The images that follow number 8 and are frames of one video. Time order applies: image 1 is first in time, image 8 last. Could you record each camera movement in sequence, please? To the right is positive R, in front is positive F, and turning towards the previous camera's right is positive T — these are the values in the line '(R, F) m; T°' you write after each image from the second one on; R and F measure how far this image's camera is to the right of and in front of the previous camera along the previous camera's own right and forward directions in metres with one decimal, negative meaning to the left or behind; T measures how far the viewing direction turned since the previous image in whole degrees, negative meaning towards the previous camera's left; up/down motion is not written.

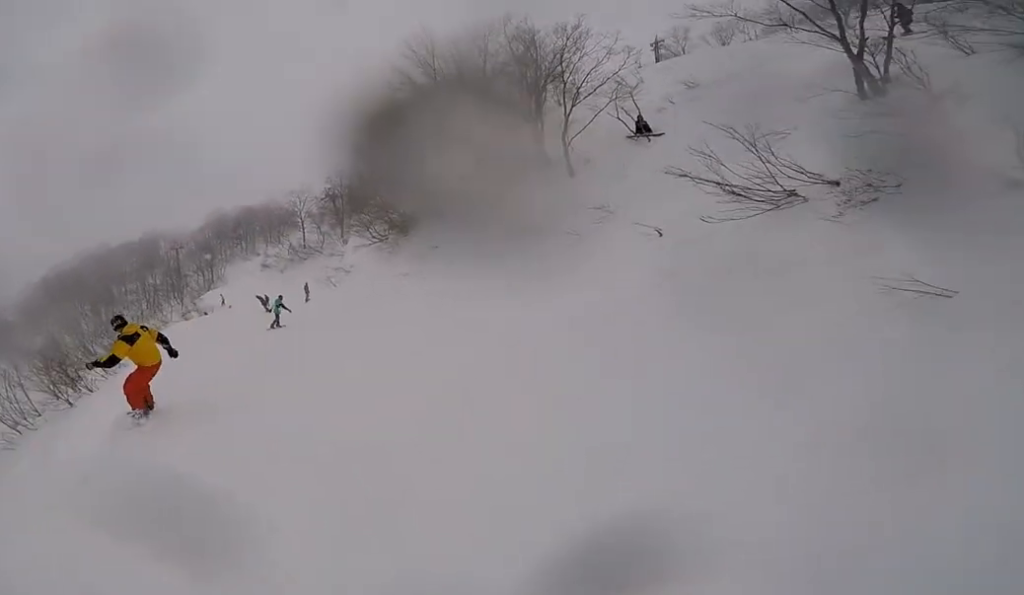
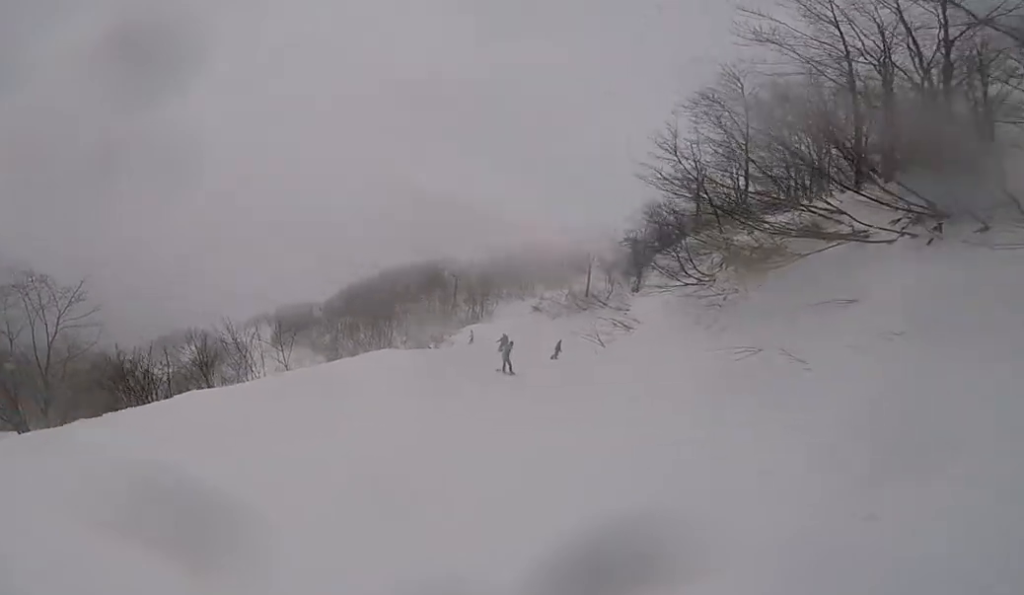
(0.0, +10.0) m; 0°
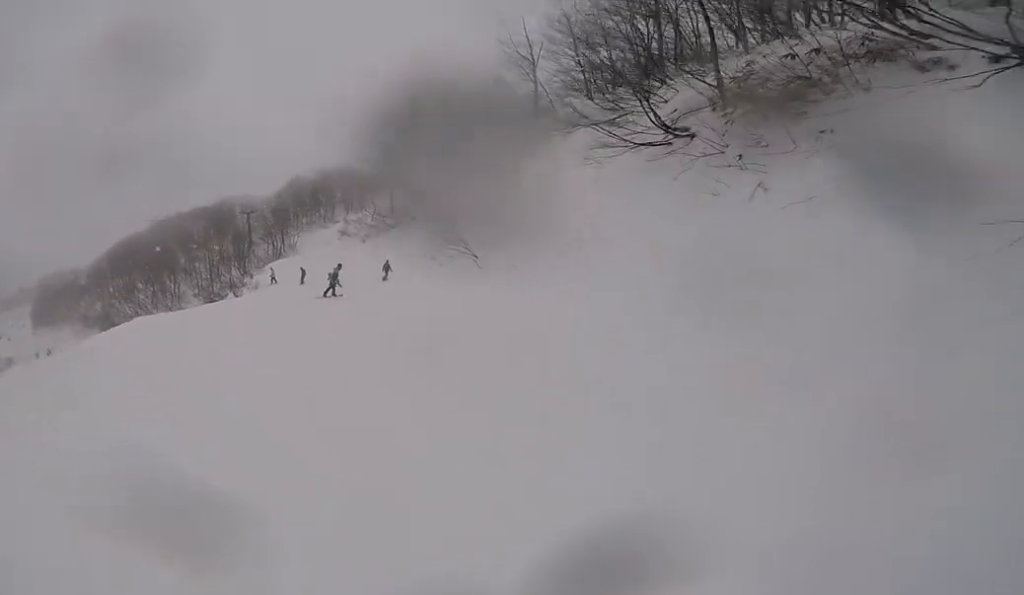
(0.0, +8.0) m; -3°
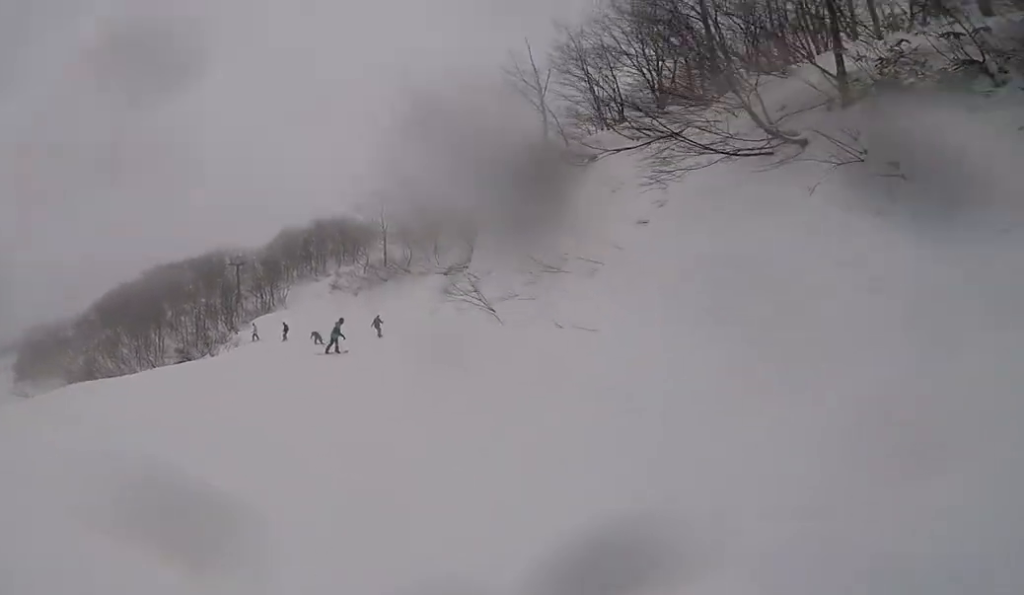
(+0.1, +3.1) m; -7°
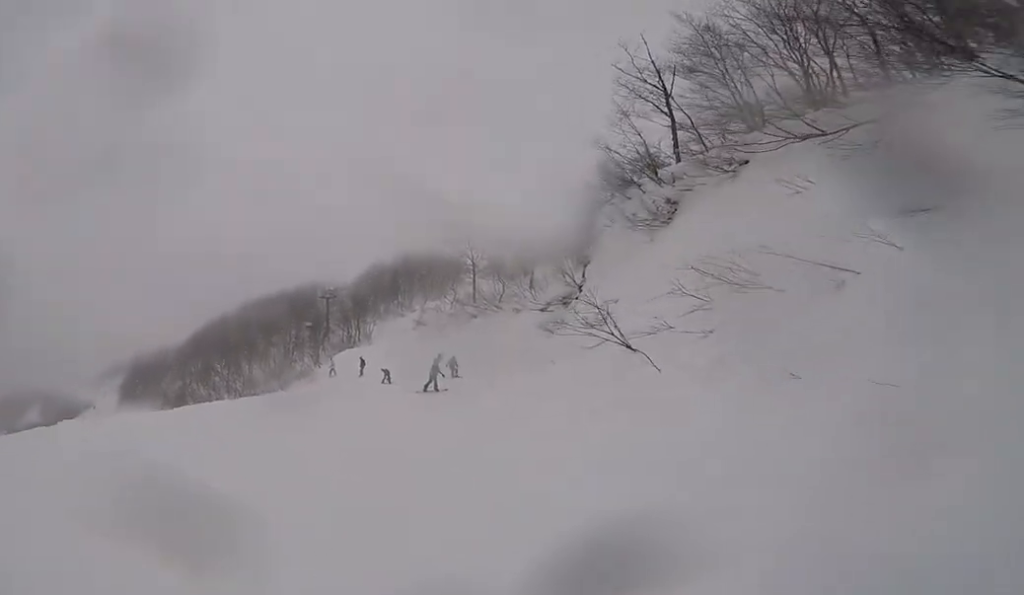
(0.0, +3.0) m; -4°
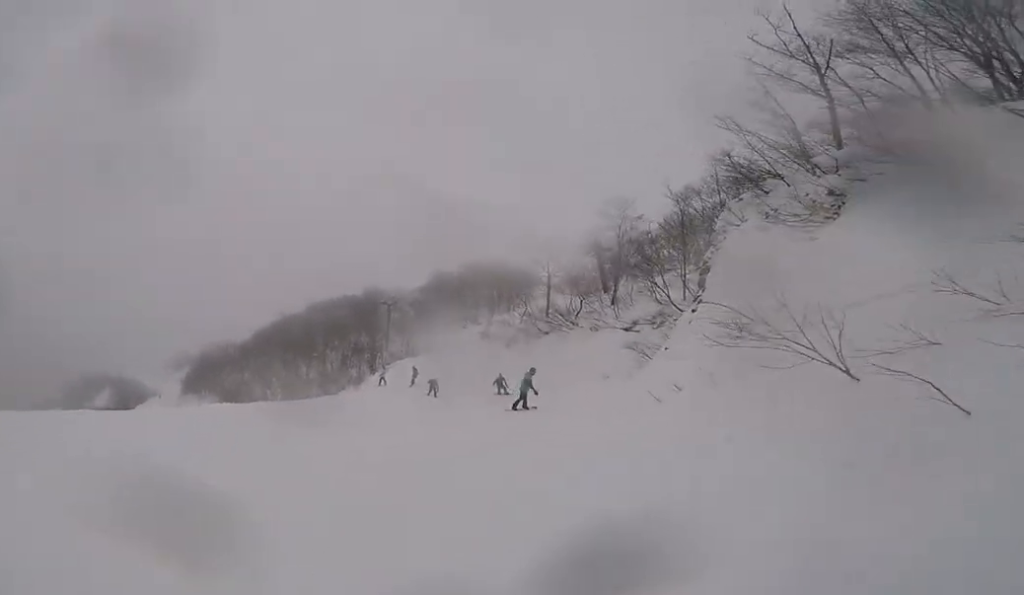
(-0.7, +2.9) m; 0°
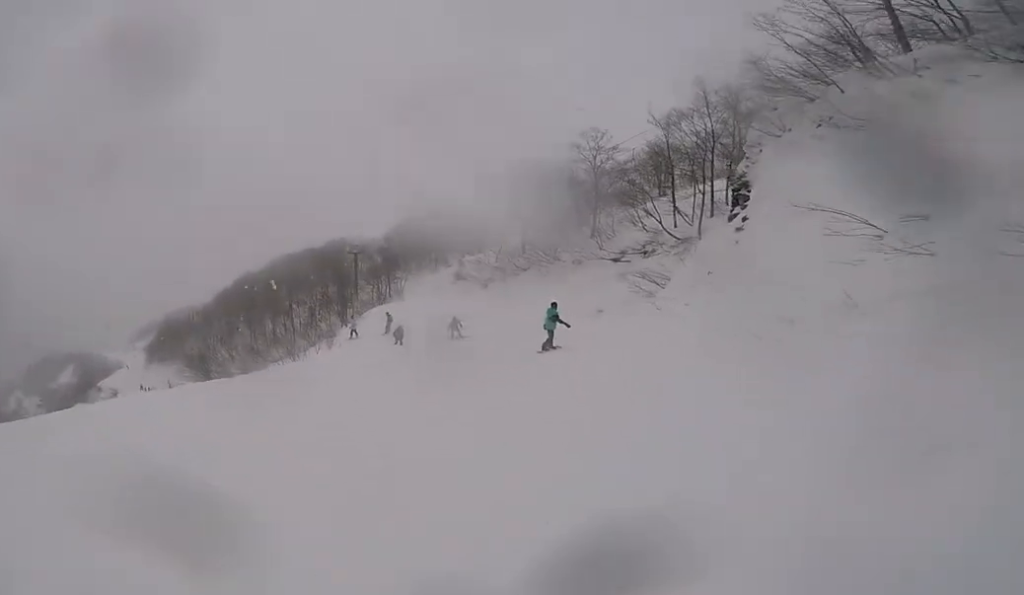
(-0.1, +3.1) m; +3°
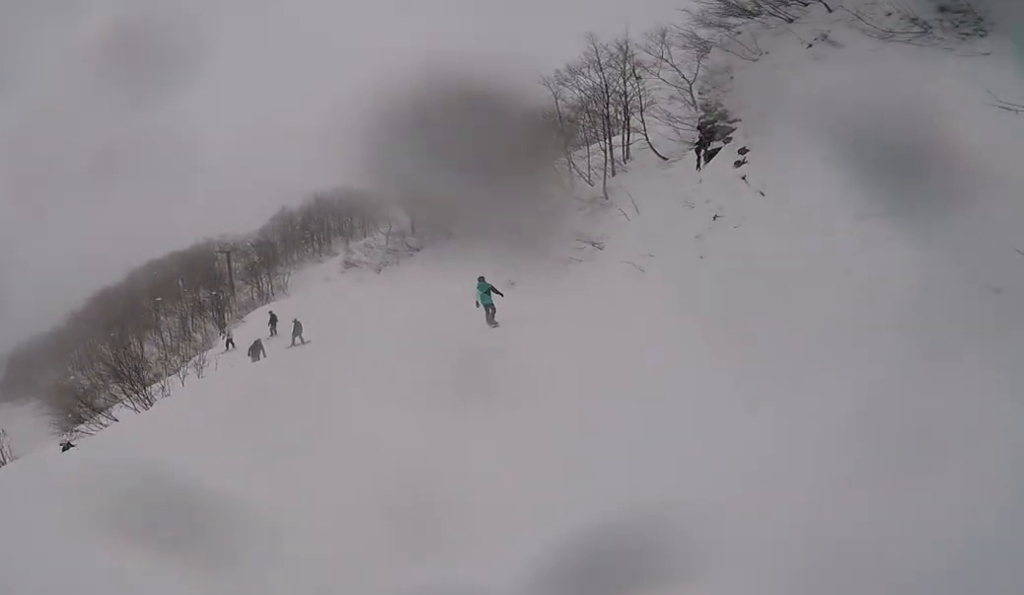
(+1.0, +4.8) m; +12°
